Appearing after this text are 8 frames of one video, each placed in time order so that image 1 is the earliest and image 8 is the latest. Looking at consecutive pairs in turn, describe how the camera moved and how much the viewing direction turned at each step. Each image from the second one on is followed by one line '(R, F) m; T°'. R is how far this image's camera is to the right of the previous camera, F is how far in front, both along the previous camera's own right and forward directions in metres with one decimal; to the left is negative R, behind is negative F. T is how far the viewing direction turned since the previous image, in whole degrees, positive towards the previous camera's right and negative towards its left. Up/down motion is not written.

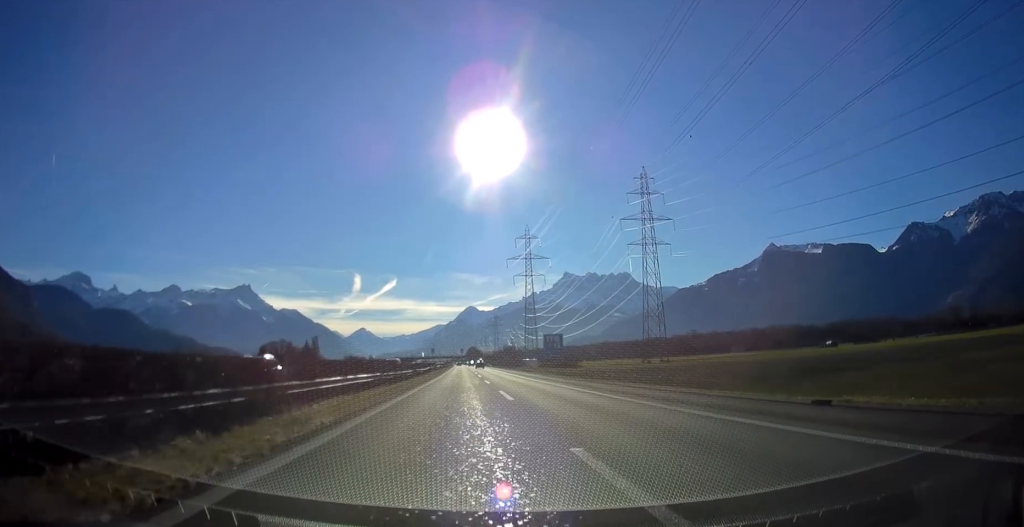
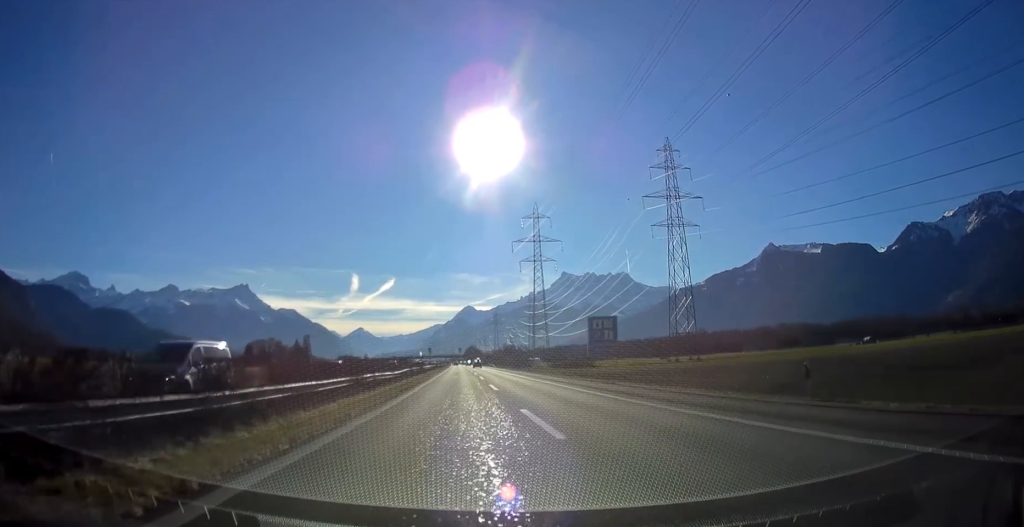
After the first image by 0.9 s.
(0.0, +29.2) m; 0°
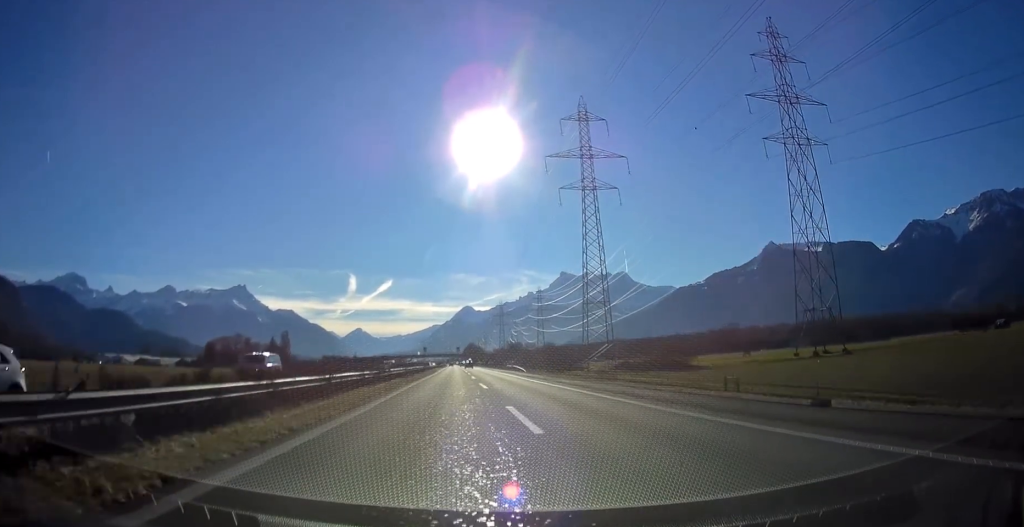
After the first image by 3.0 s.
(+0.2, +72.9) m; 0°
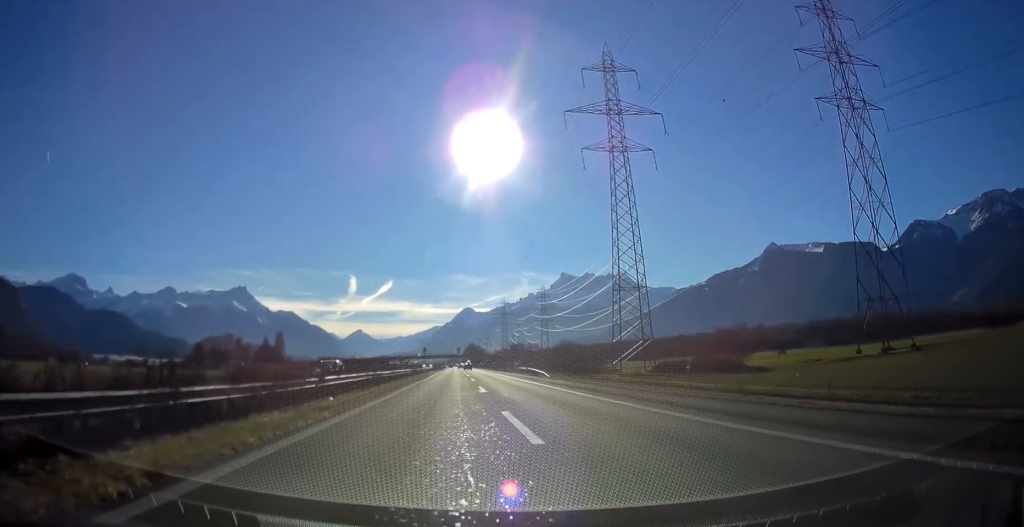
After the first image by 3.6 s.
(0.0, +19.1) m; 0°
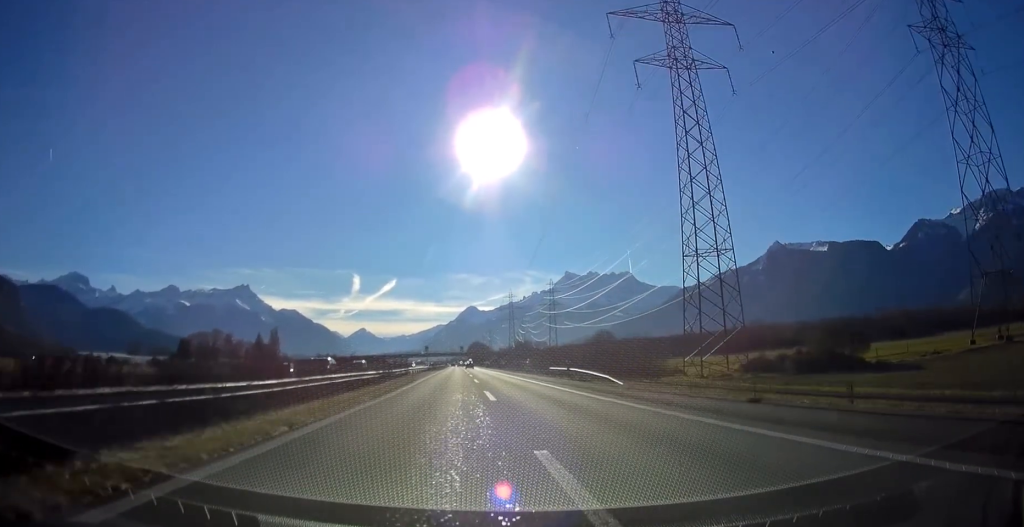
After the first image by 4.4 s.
(0.0, +25.8) m; 0°
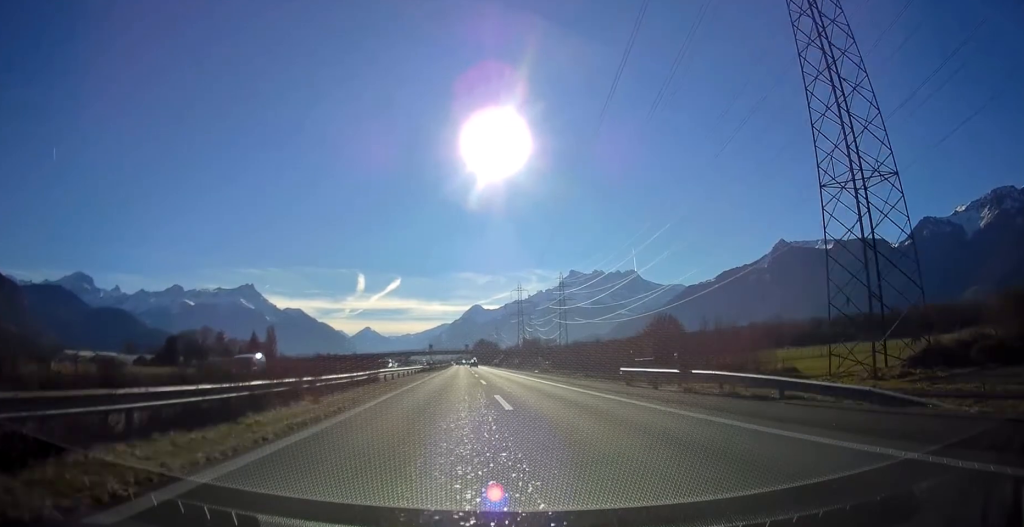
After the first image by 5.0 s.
(0.0, +22.5) m; 0°
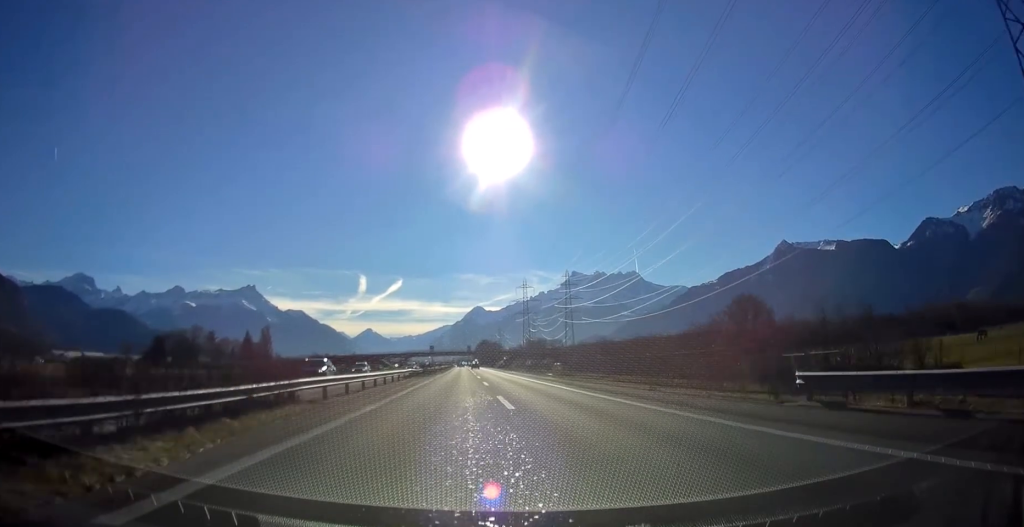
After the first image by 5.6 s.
(-0.1, +18.0) m; 0°
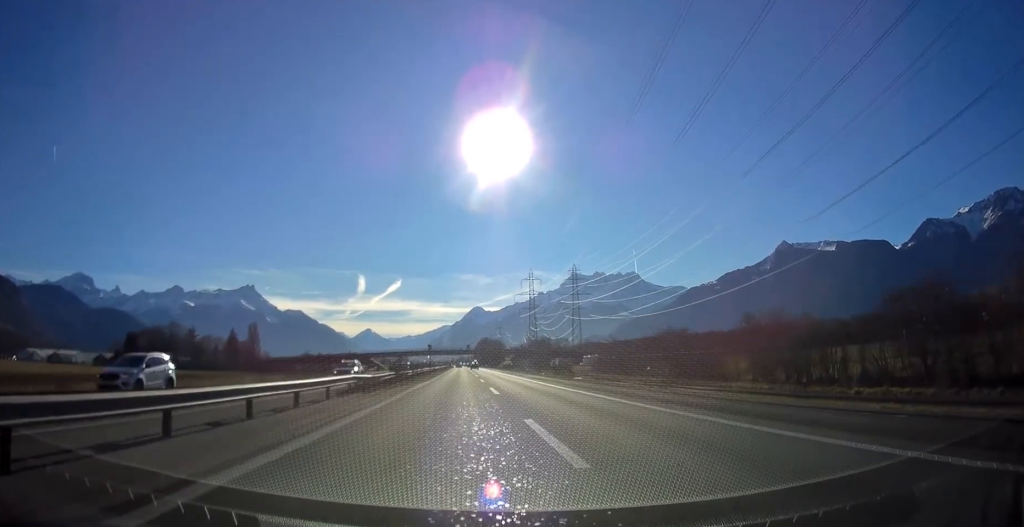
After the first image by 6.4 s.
(-0.1, +28.1) m; 0°
